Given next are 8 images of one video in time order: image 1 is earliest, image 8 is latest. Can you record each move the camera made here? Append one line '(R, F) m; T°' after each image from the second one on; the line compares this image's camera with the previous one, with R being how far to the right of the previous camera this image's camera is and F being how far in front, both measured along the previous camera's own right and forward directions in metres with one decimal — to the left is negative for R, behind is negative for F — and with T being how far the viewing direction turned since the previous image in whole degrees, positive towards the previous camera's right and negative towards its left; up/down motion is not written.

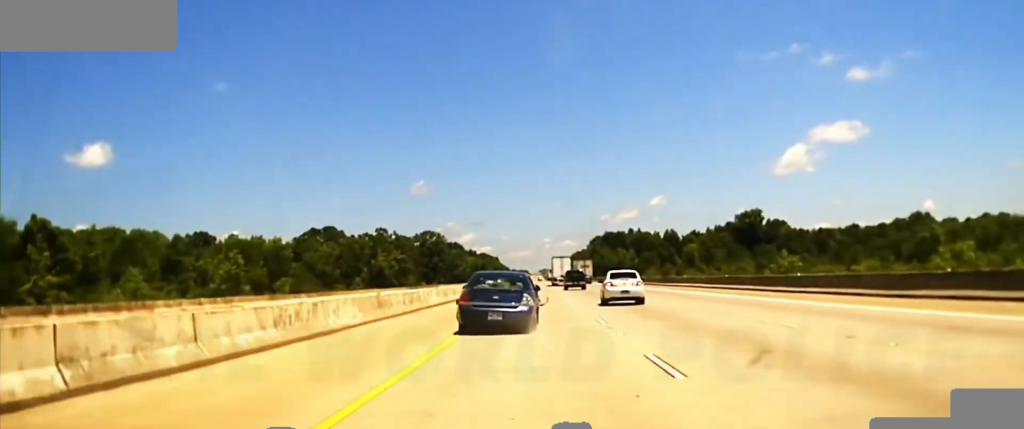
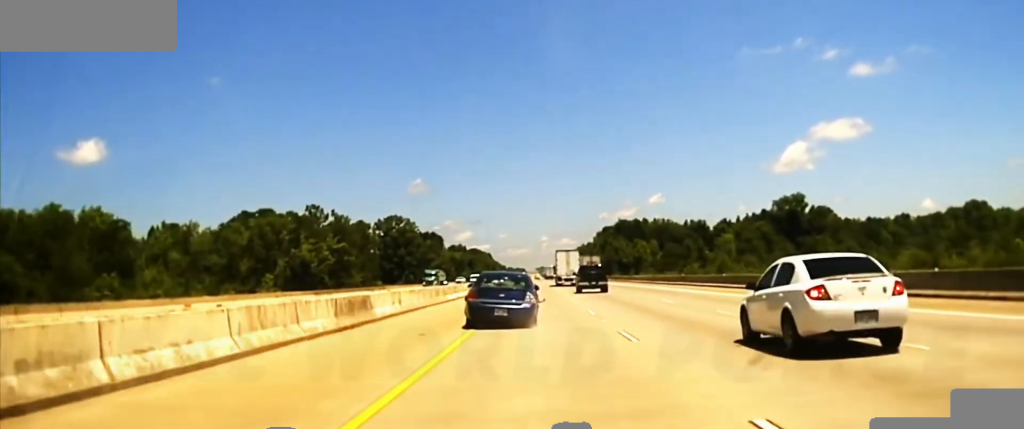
(+0.1, +67.1) m; 0°
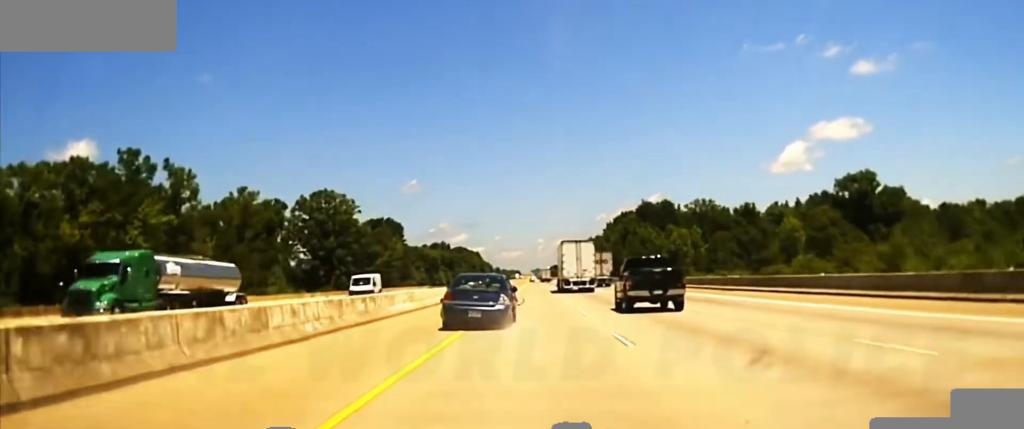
(+0.5, +73.4) m; 0°
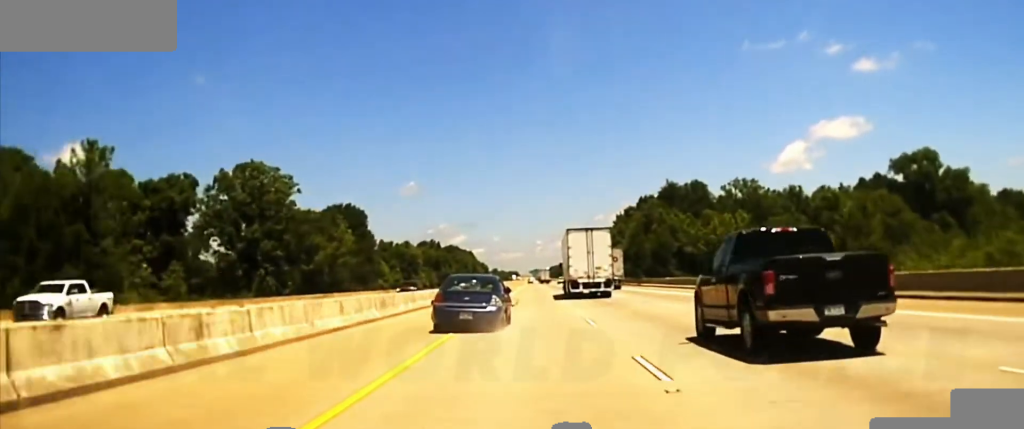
(0.0, +42.5) m; 0°
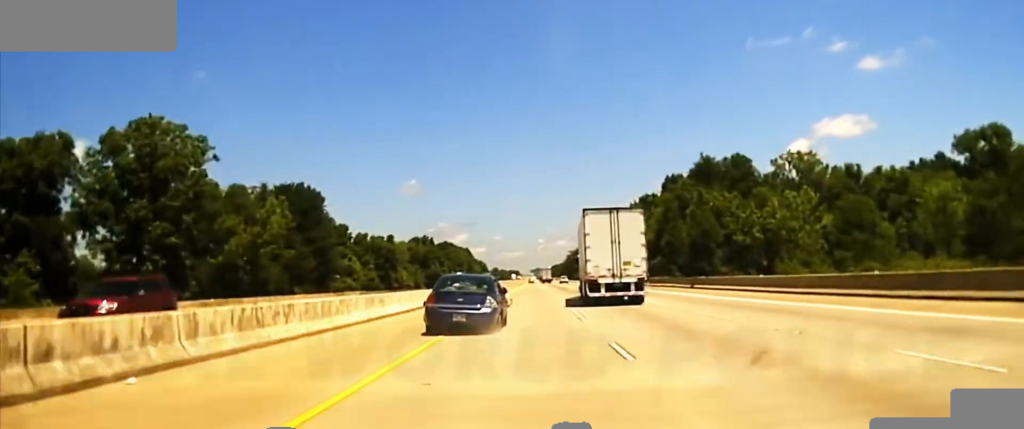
(-0.2, +35.6) m; 0°
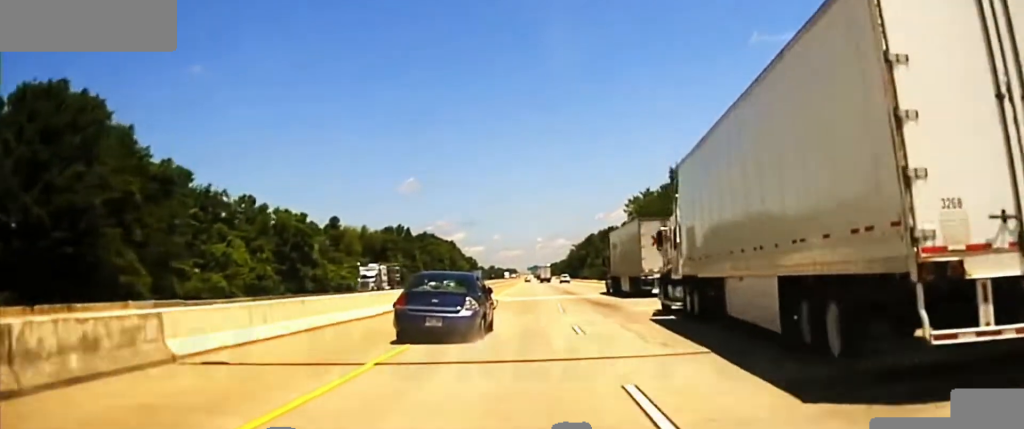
(+0.3, +70.5) m; 0°
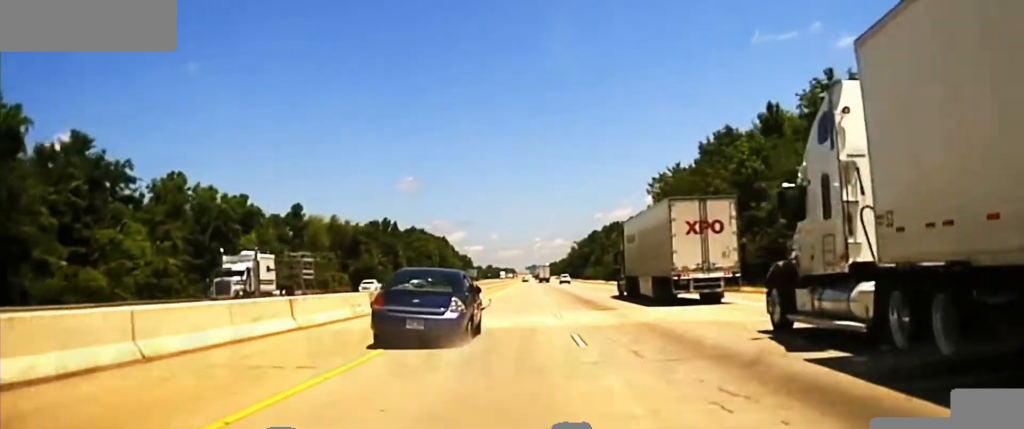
(+0.2, +30.4) m; 0°
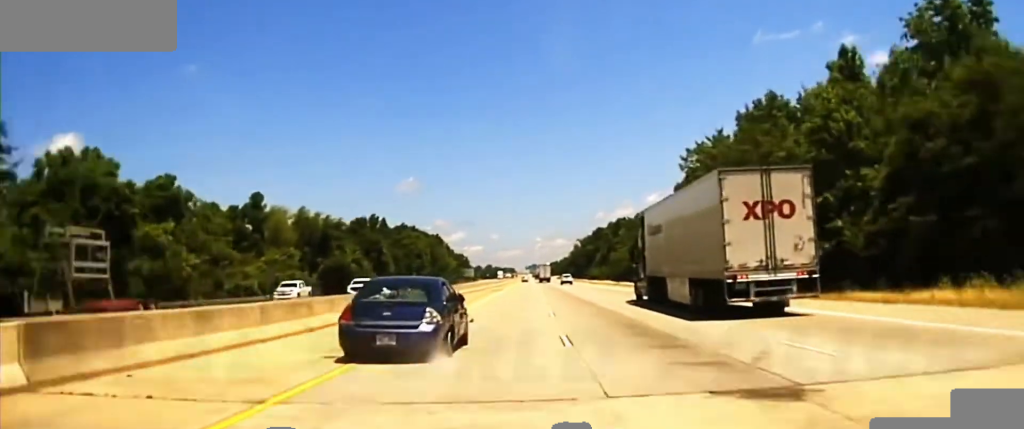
(-0.1, +24.6) m; 0°
